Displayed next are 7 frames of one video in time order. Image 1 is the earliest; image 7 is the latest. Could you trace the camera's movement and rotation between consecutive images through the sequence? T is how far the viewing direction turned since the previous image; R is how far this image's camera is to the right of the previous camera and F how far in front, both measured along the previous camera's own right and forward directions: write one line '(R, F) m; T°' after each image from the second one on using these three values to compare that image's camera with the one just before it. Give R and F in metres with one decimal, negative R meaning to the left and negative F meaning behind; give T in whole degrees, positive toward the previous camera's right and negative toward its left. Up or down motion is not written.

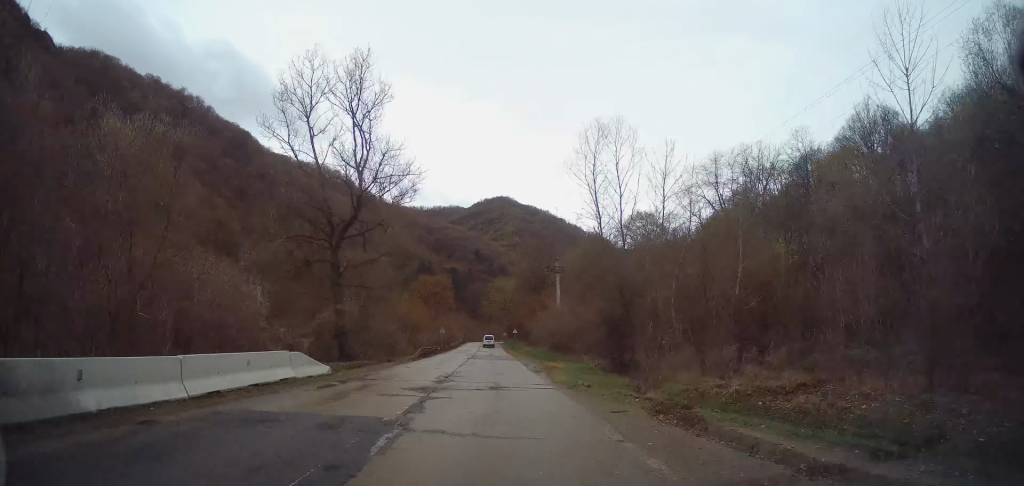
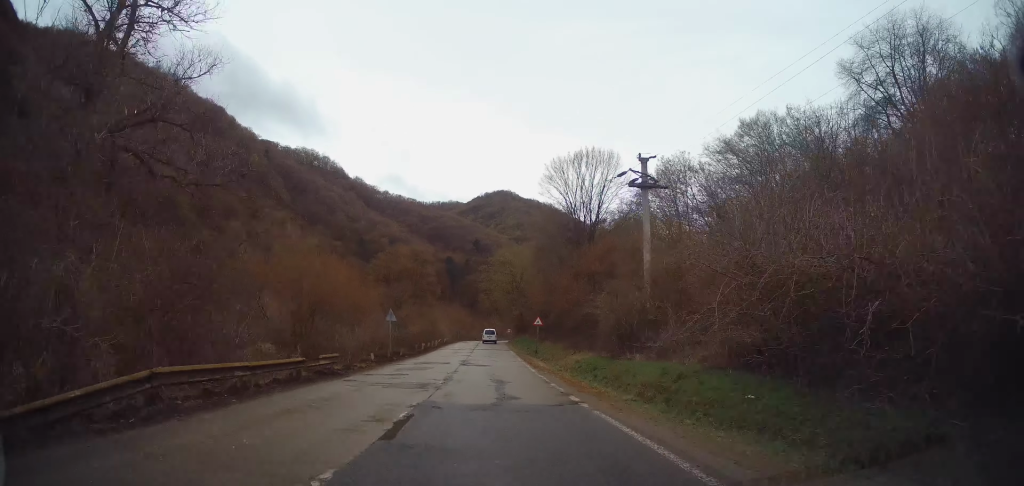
(+0.4, +37.4) m; +1°
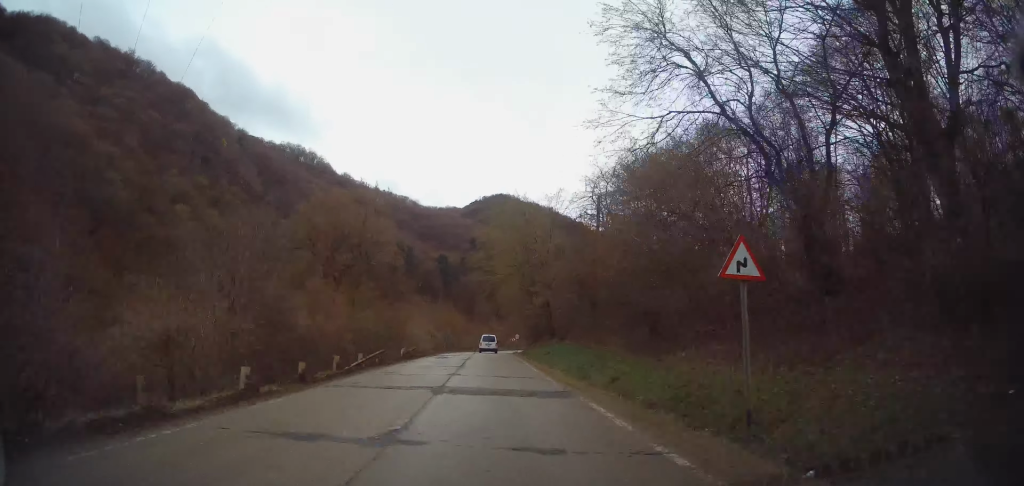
(+0.3, +34.9) m; -1°
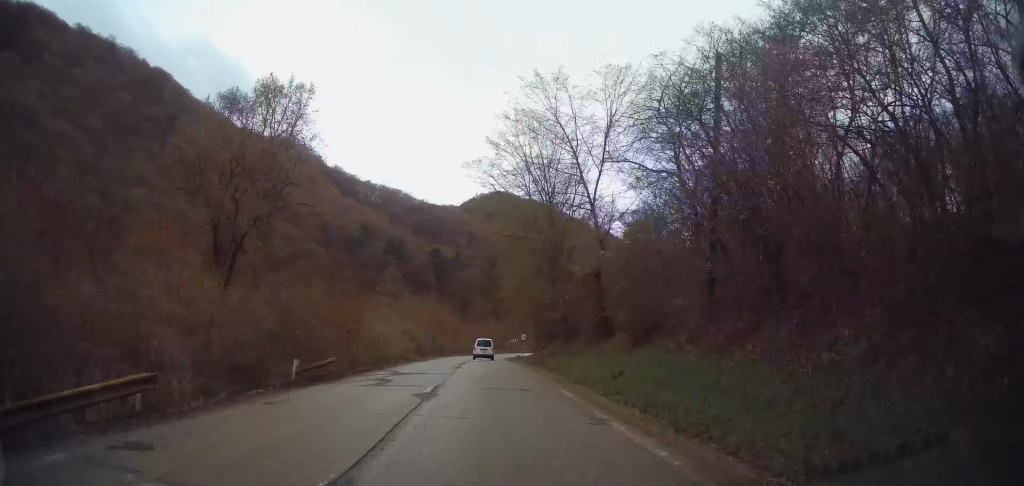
(-0.4, +19.3) m; -1°
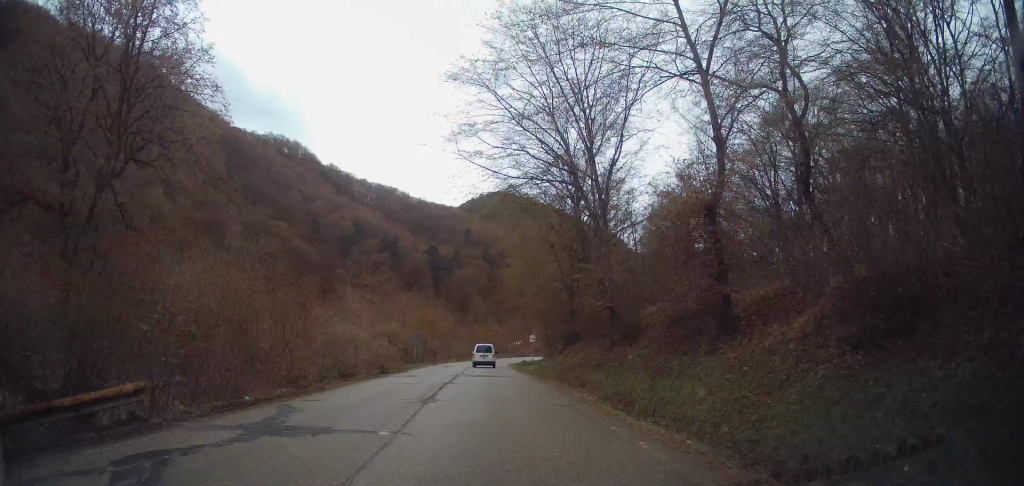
(+0.1, +11.9) m; 0°
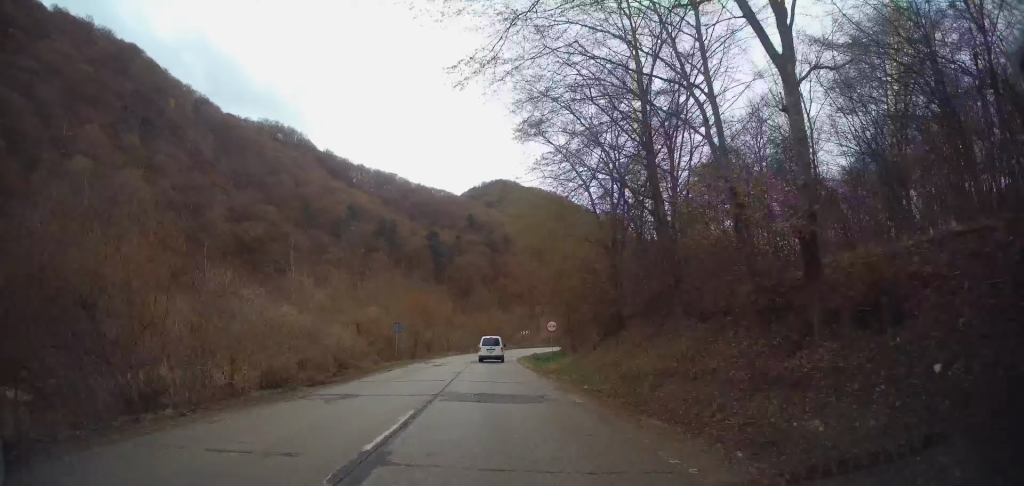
(-0.1, +12.1) m; 0°
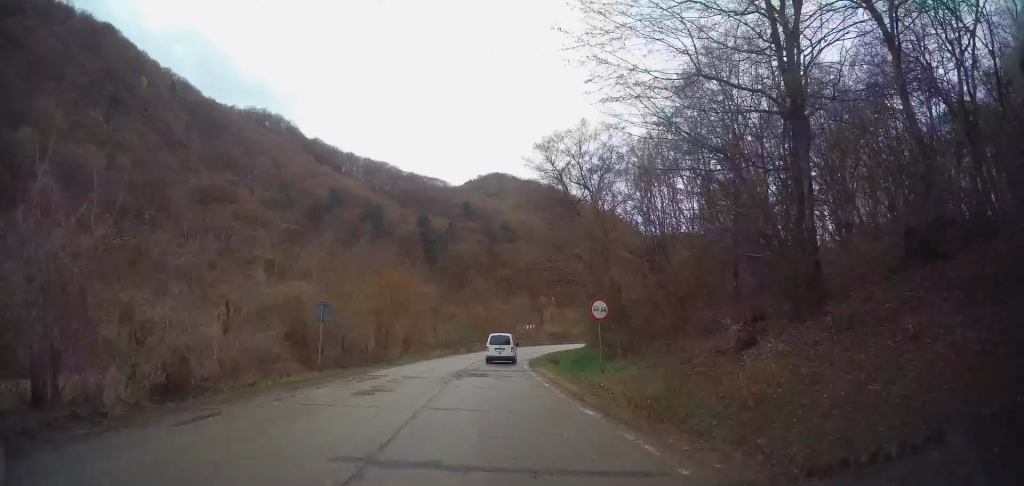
(+0.2, +16.7) m; 0°
